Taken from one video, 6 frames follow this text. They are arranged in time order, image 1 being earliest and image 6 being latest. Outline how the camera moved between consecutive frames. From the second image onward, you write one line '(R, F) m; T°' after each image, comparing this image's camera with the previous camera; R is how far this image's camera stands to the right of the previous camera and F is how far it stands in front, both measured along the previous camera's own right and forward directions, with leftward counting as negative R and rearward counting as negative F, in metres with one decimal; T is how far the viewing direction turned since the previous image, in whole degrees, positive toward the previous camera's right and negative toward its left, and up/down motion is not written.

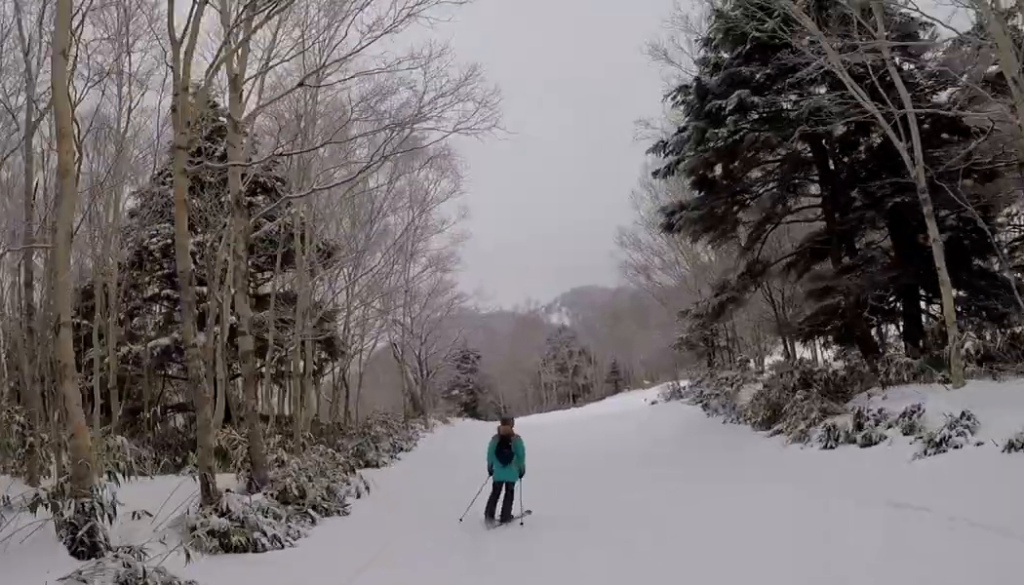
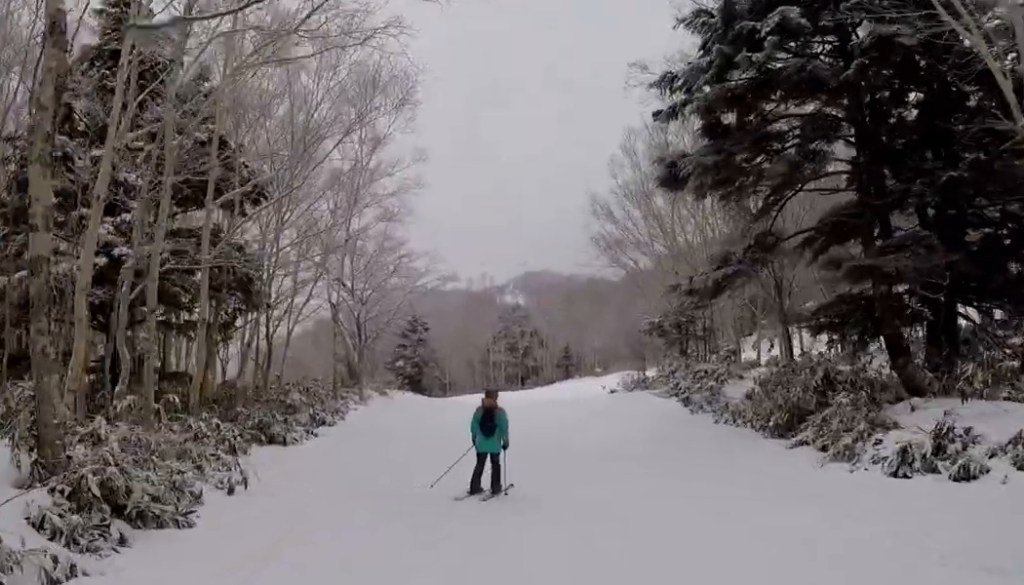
(-0.3, +3.6) m; +2°
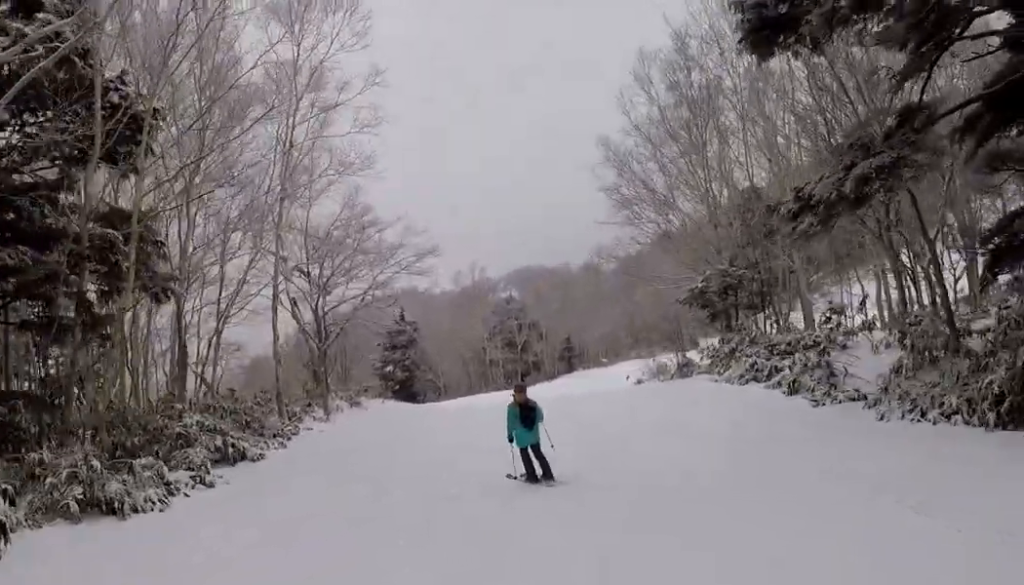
(+0.7, +7.0) m; +1°
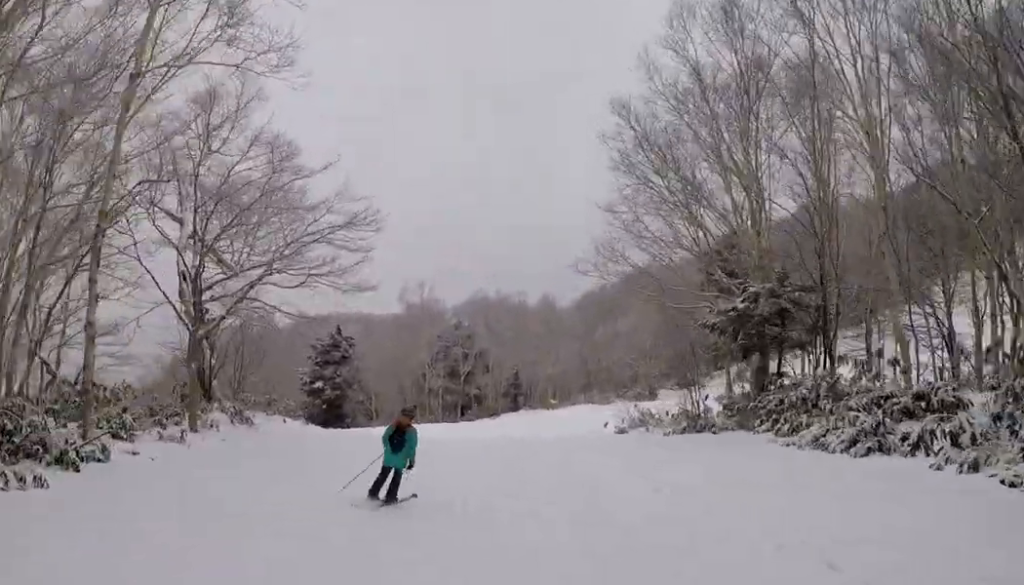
(-0.3, +6.9) m; +7°
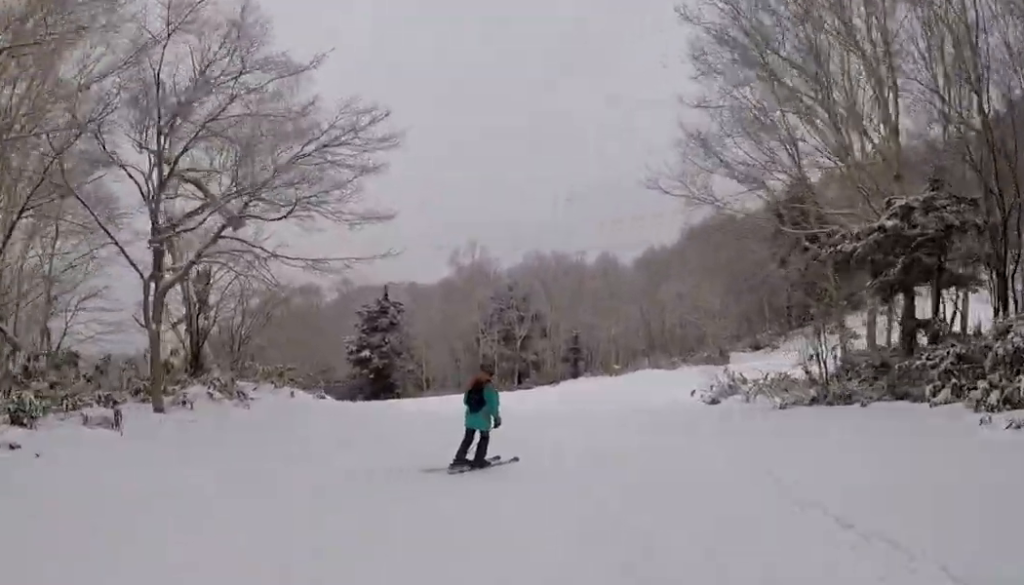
(+1.2, +4.0) m; +1°
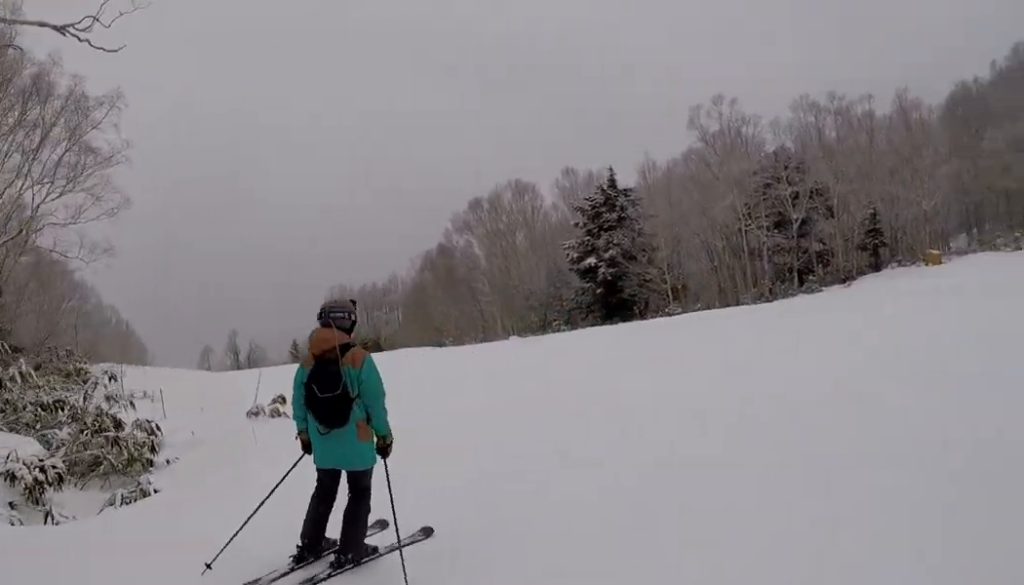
(-1.8, +16.0) m; +9°
